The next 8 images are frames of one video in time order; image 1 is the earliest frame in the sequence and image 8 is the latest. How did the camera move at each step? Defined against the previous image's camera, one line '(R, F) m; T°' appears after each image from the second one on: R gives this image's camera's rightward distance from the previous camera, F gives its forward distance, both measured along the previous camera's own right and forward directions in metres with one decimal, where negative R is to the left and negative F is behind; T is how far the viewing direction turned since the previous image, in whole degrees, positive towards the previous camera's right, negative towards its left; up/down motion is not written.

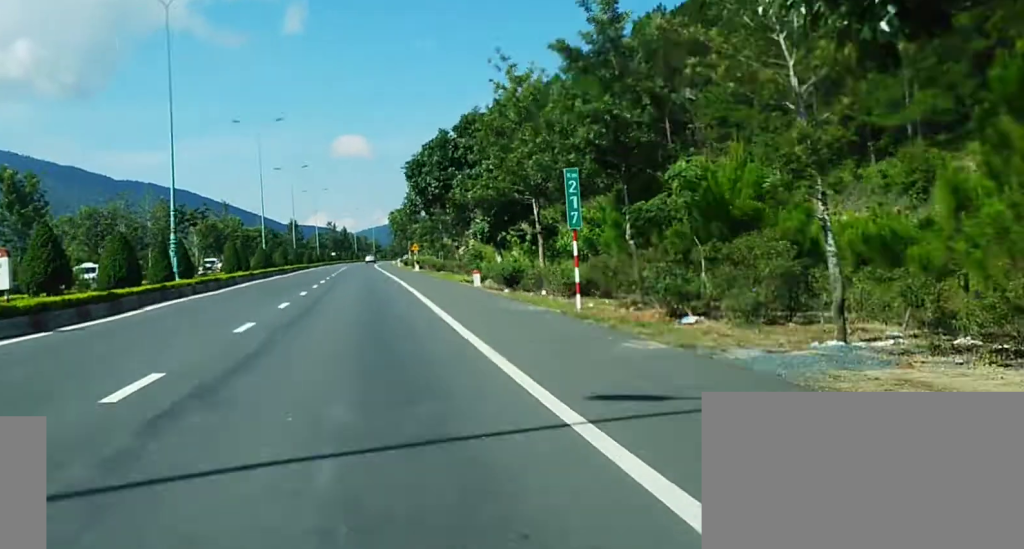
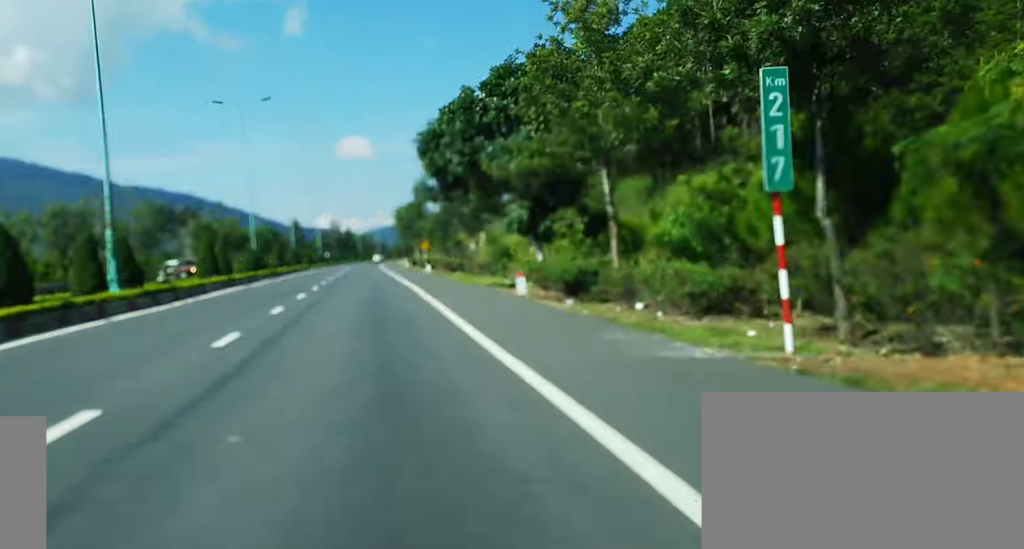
(-0.1, +11.2) m; -1°
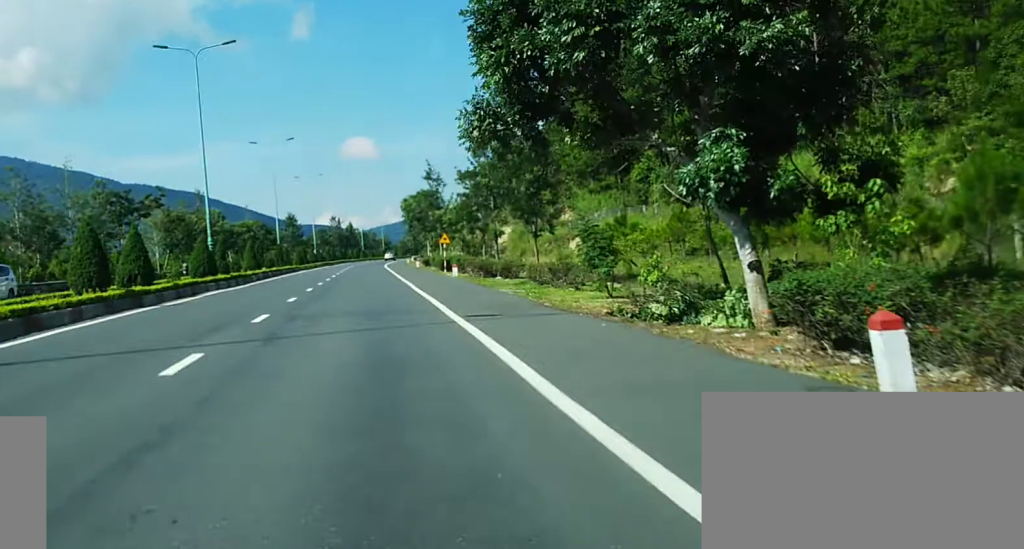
(0.0, +19.6) m; -1°
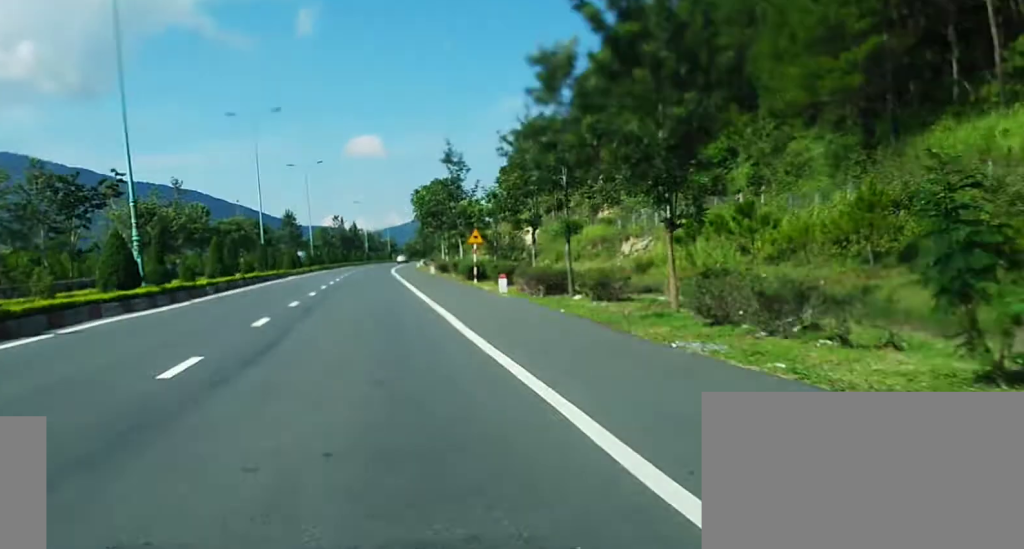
(-0.4, +16.8) m; -1°
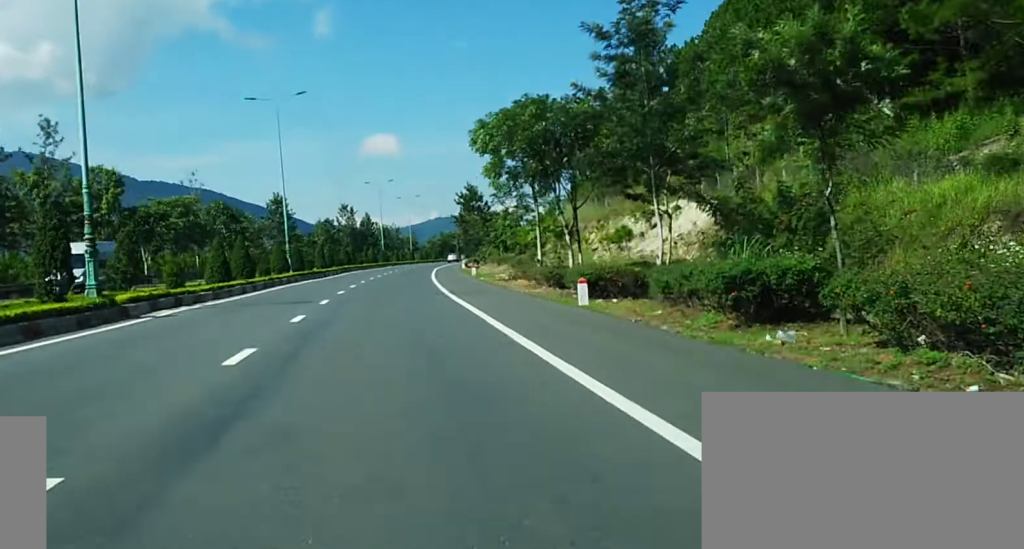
(+0.1, +47.4) m; 0°
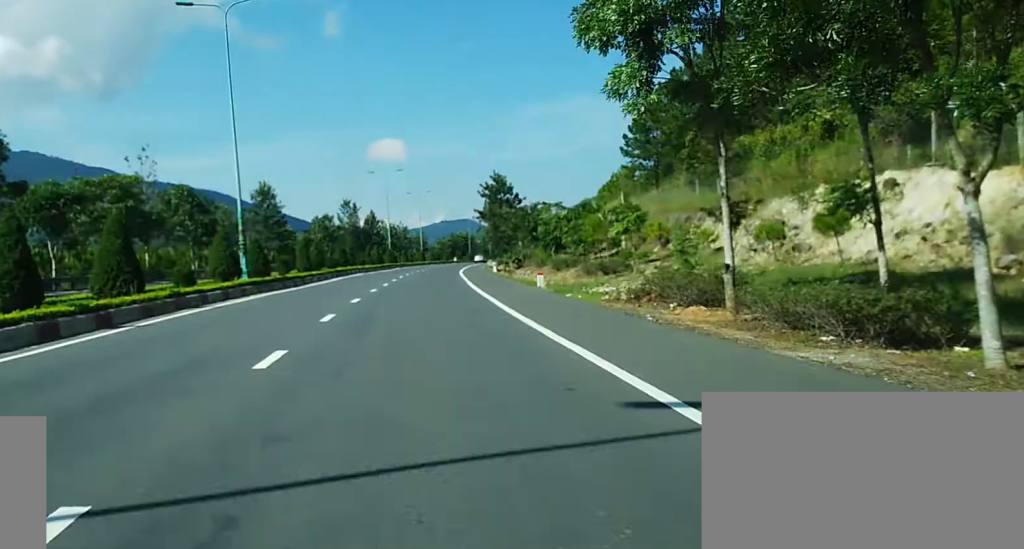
(0.0, +24.9) m; 0°
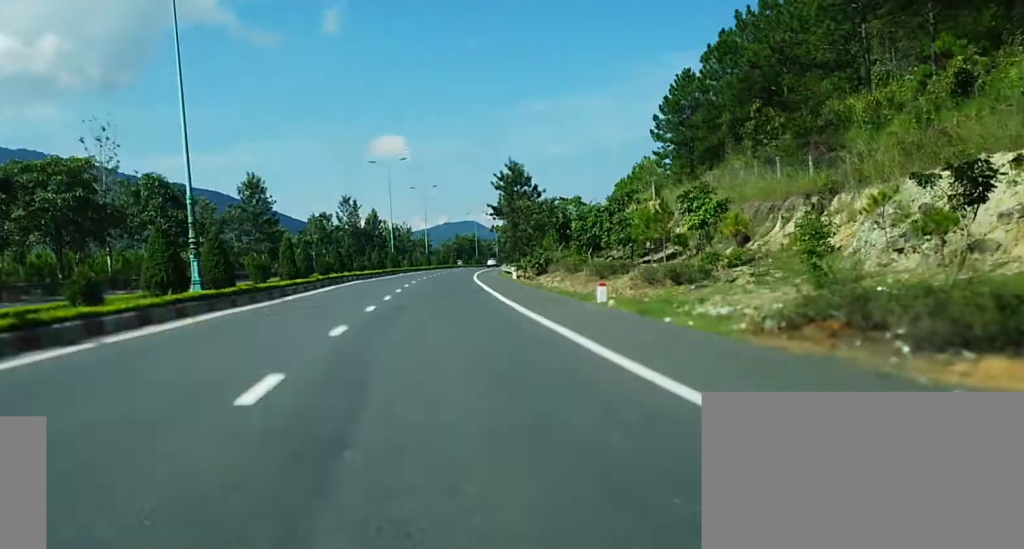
(0.0, +13.8) m; 0°
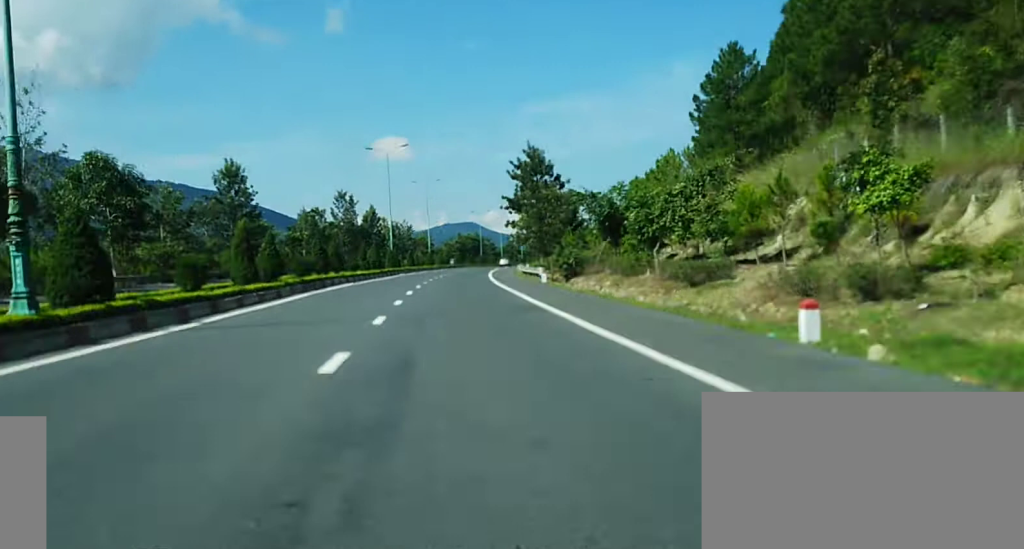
(0.0, +13.8) m; +1°
